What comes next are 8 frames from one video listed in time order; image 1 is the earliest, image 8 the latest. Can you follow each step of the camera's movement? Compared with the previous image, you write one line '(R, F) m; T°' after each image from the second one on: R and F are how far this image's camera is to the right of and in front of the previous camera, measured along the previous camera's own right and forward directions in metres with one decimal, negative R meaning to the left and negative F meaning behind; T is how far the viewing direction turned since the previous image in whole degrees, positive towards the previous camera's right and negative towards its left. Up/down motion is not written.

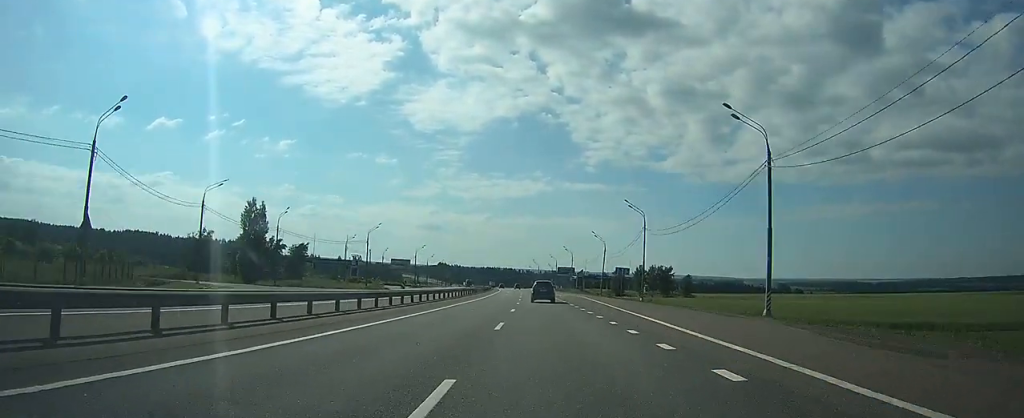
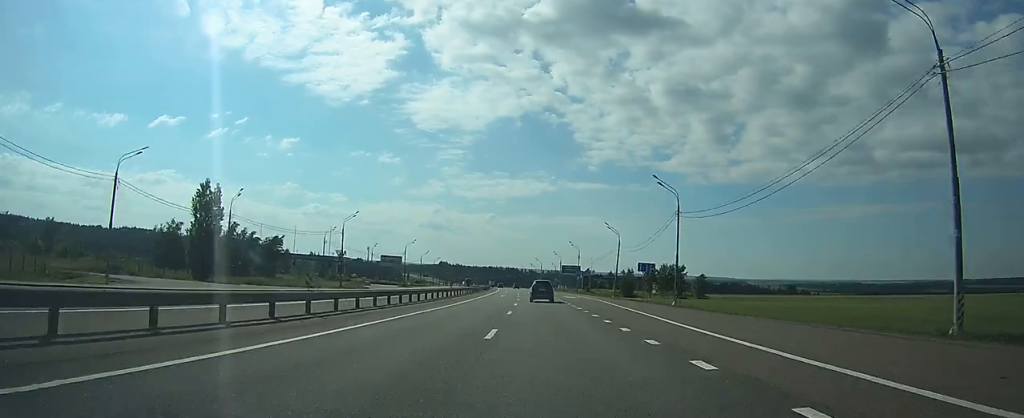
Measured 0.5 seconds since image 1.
(-0.1, +15.1) m; 0°
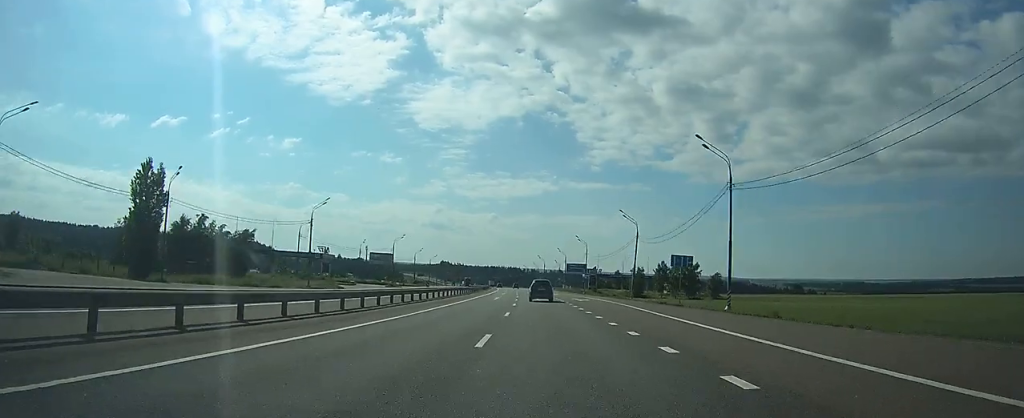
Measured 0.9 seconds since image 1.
(0.0, +14.0) m; 0°
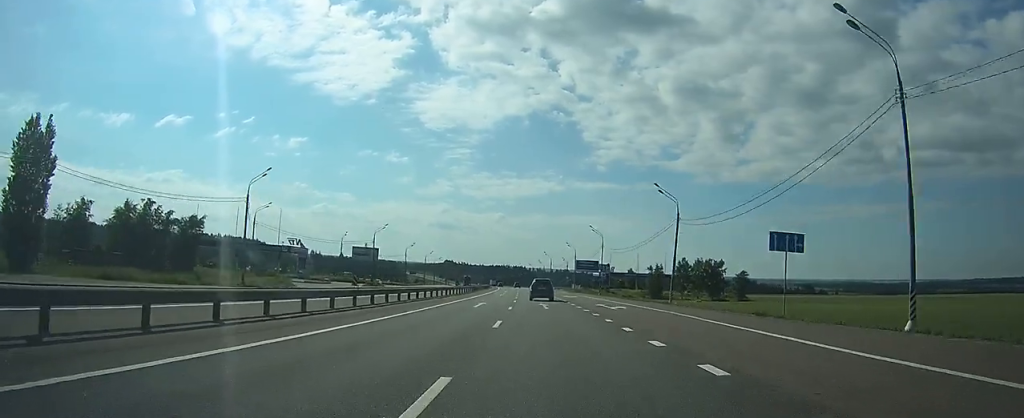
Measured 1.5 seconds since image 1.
(-0.1, +19.3) m; -1°
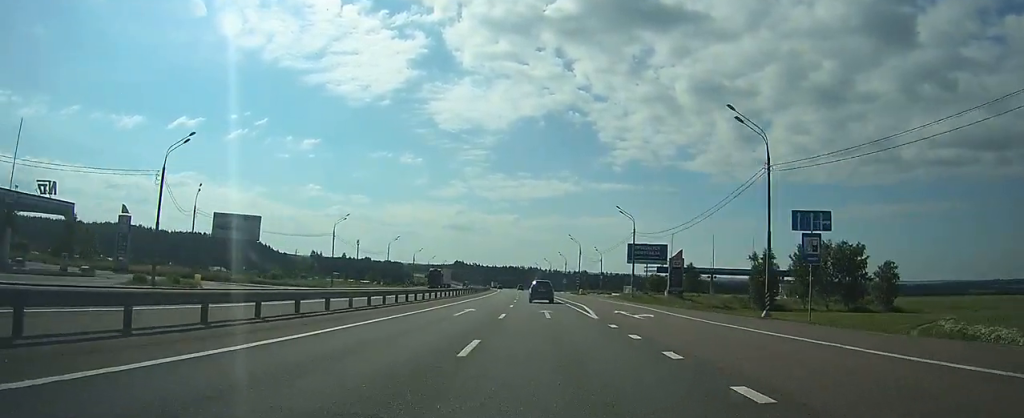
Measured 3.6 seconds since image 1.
(-0.9, +67.2) m; -1°
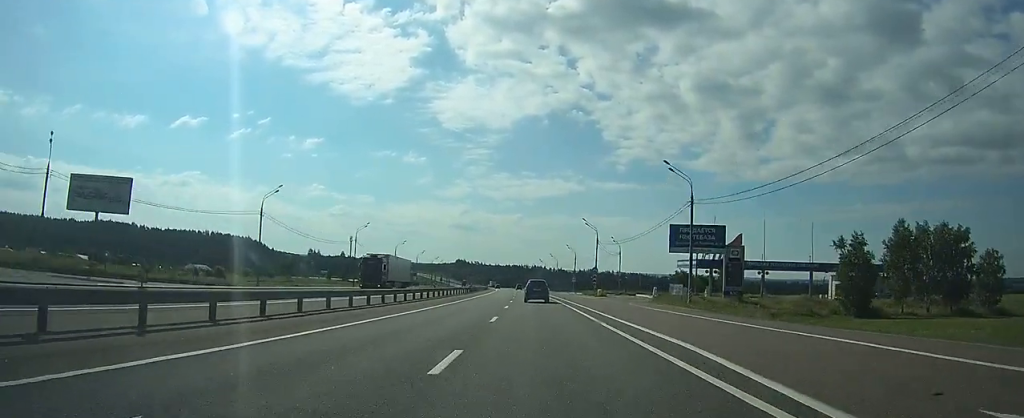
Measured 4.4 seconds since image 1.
(-0.1, +26.5) m; -1°
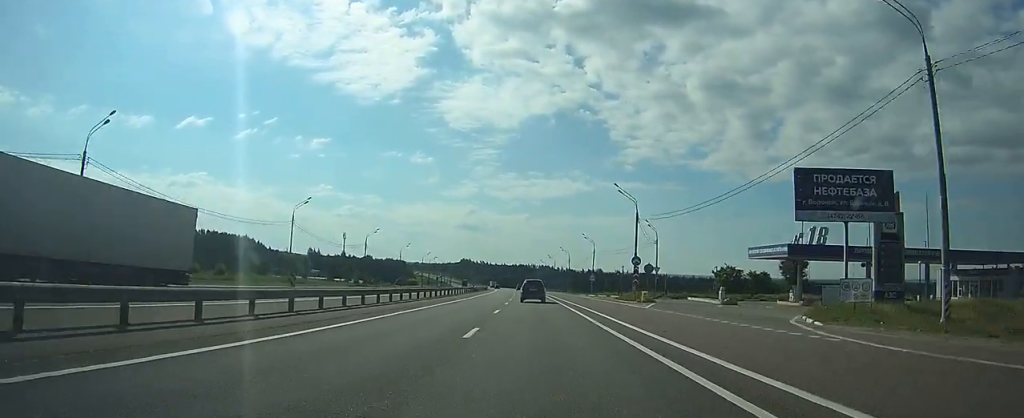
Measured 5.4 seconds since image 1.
(-0.2, +30.5) m; -1°
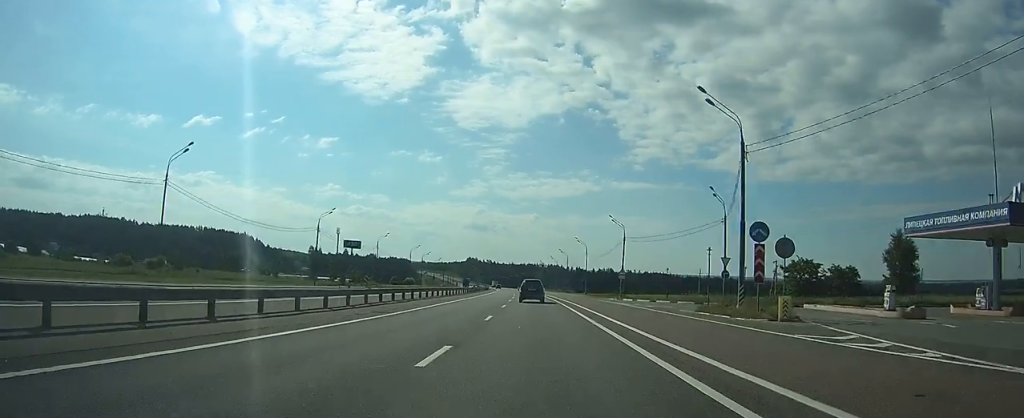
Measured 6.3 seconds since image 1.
(-0.2, +29.3) m; -1°
